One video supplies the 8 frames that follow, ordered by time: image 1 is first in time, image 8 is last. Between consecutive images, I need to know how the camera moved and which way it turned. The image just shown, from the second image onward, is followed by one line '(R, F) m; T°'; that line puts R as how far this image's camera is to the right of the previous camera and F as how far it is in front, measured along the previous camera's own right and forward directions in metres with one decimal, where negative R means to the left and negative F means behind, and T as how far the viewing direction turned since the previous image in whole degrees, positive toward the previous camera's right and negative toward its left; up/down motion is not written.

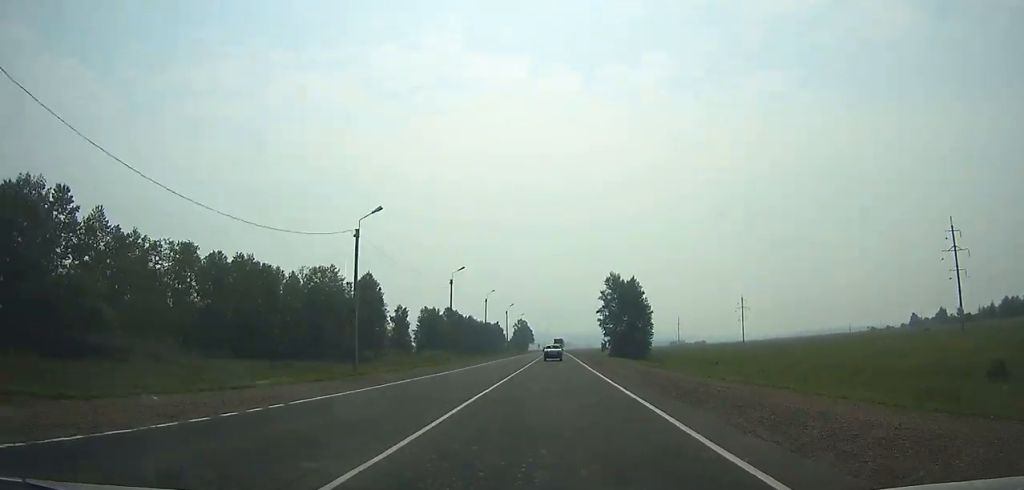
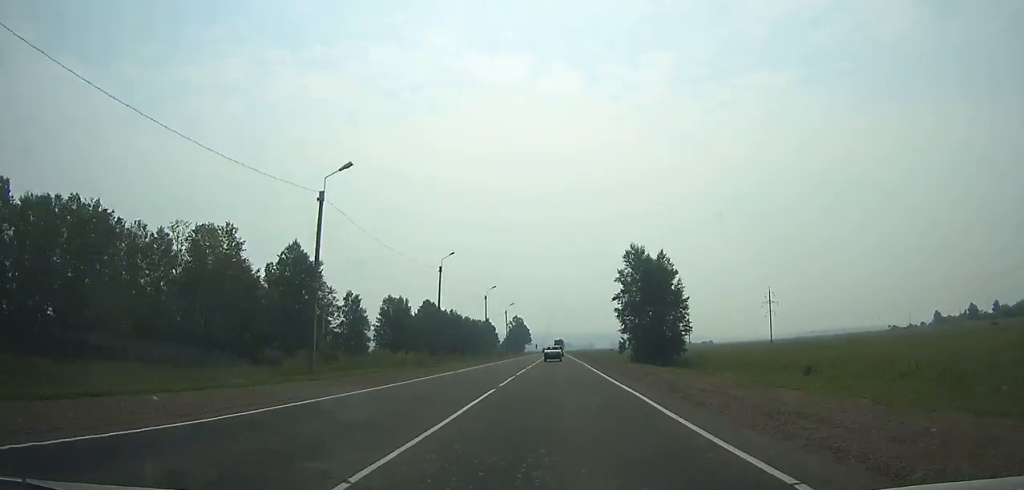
(-0.1, +38.0) m; 0°
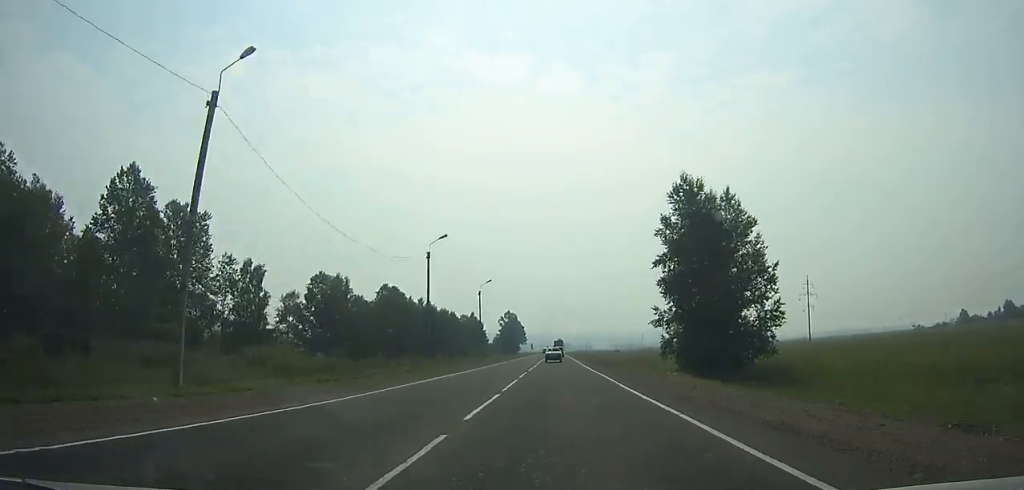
(-0.1, +40.1) m; 0°
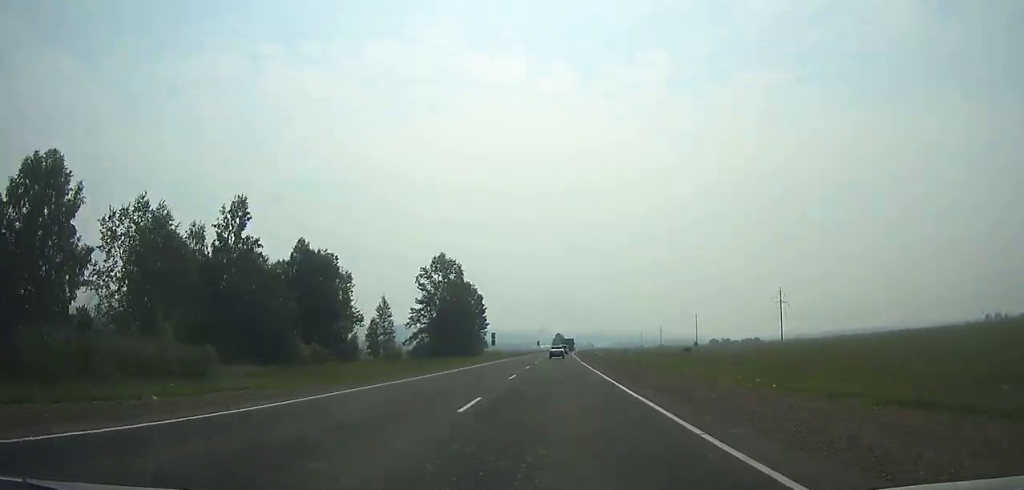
(+0.5, +147.6) m; 0°
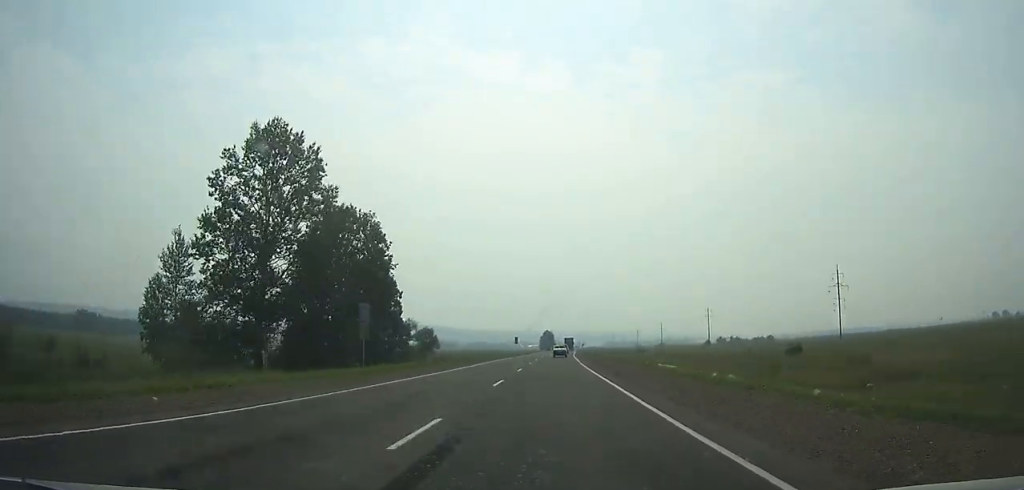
(+0.2, +65.5) m; +1°
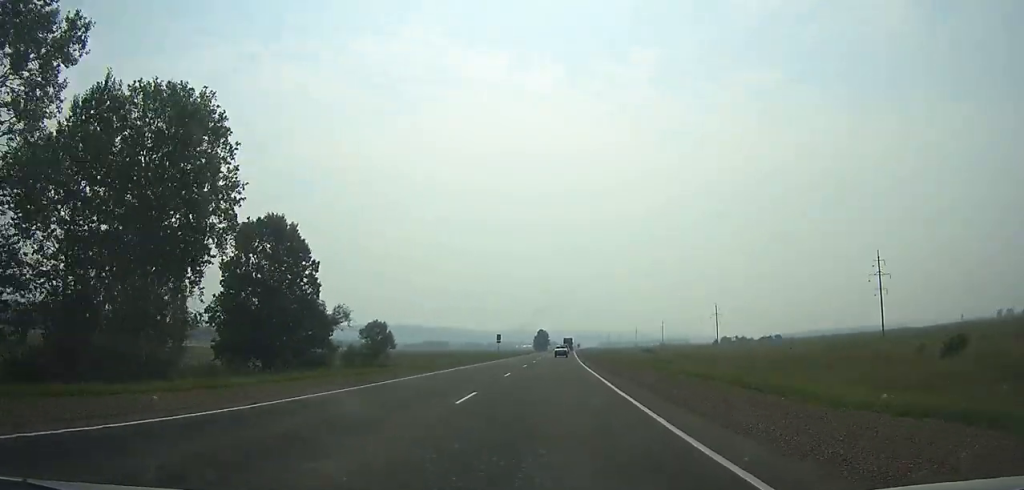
(+0.1, +30.3) m; +1°
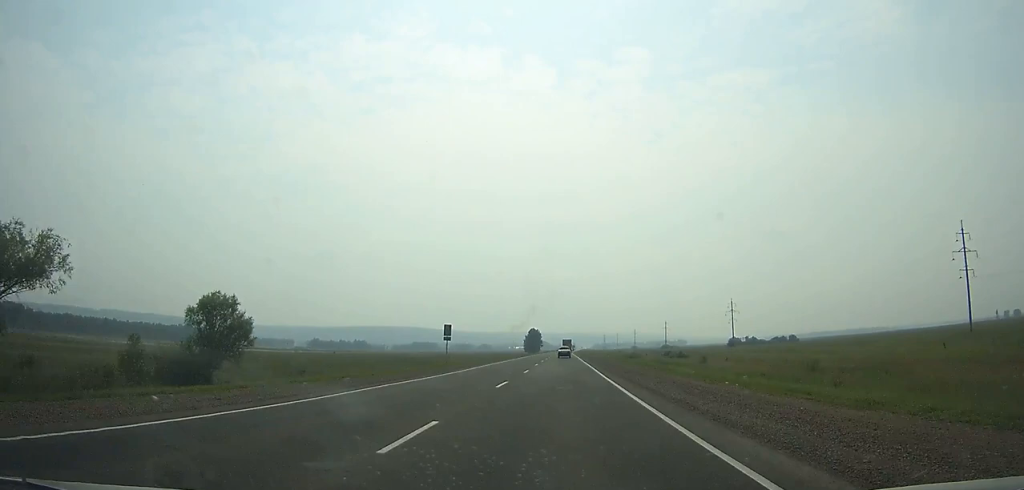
(+0.3, +42.1) m; +1°
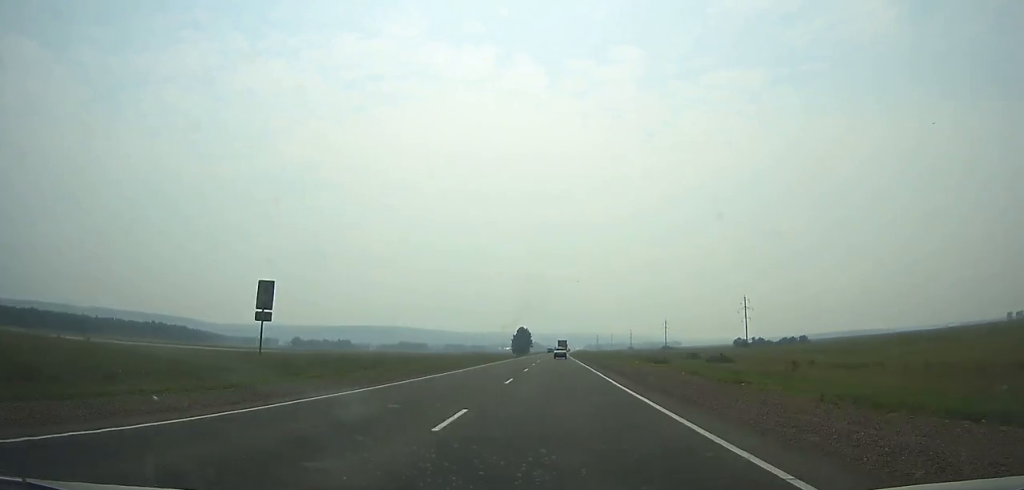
(+0.2, +32.7) m; 0°
